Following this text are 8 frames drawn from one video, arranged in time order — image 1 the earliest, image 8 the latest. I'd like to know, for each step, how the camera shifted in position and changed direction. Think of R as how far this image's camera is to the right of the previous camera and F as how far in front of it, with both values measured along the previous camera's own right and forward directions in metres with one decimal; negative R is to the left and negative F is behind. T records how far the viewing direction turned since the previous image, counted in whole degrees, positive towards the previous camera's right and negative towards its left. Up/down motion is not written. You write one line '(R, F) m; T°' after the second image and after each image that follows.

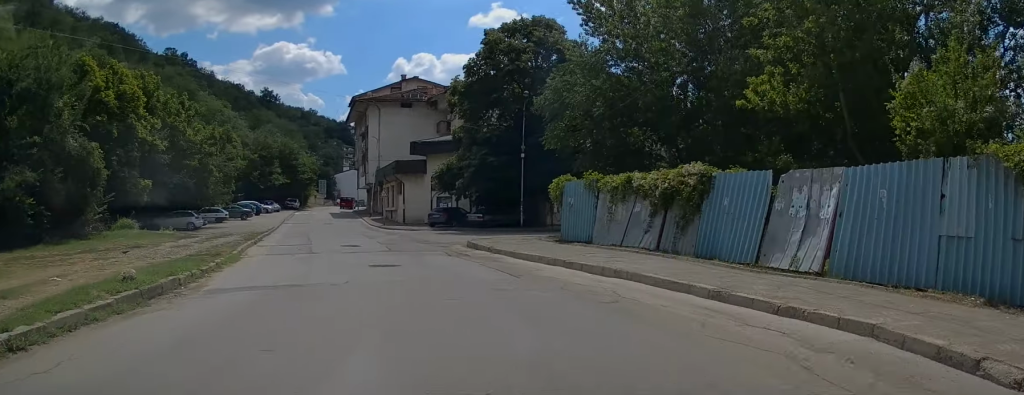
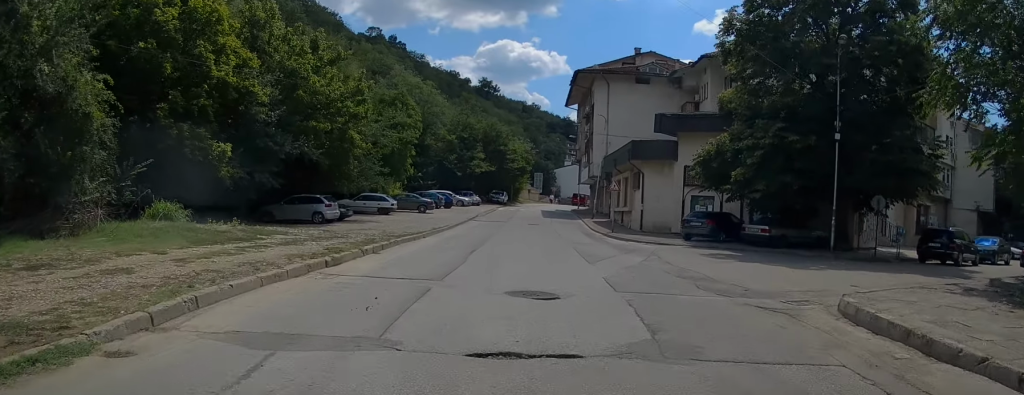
(-3.8, +16.0) m; -17°
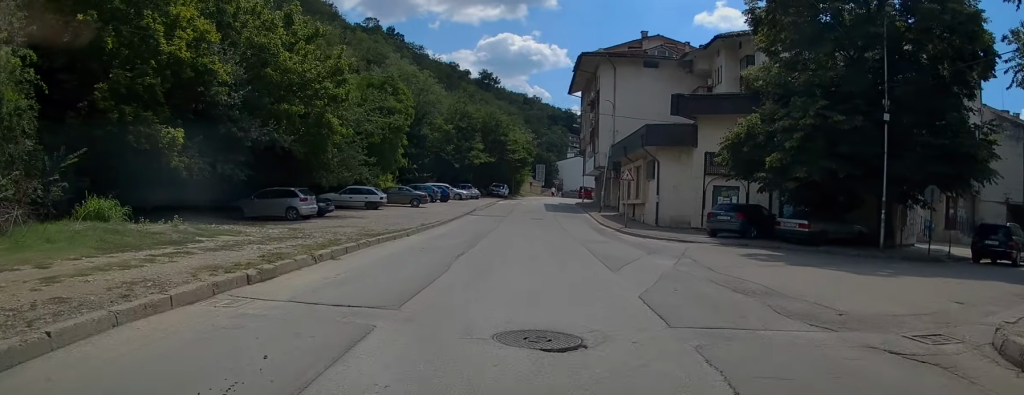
(0.0, +3.8) m; 0°
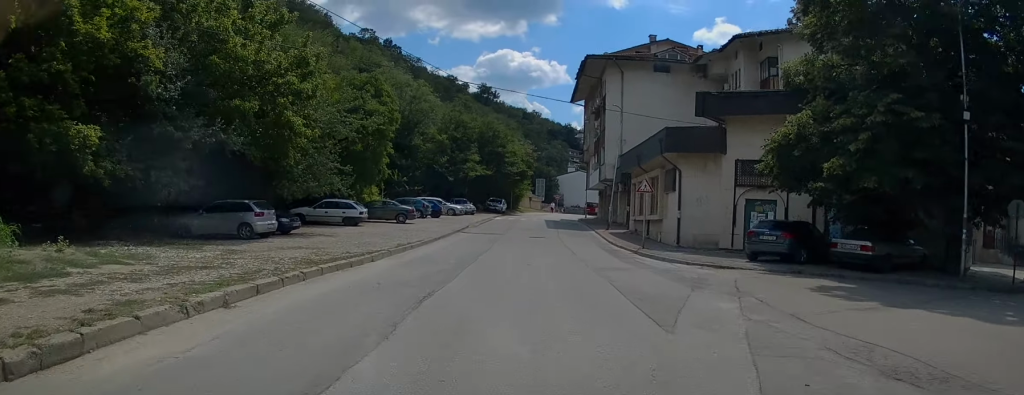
(0.0, +4.6) m; 0°
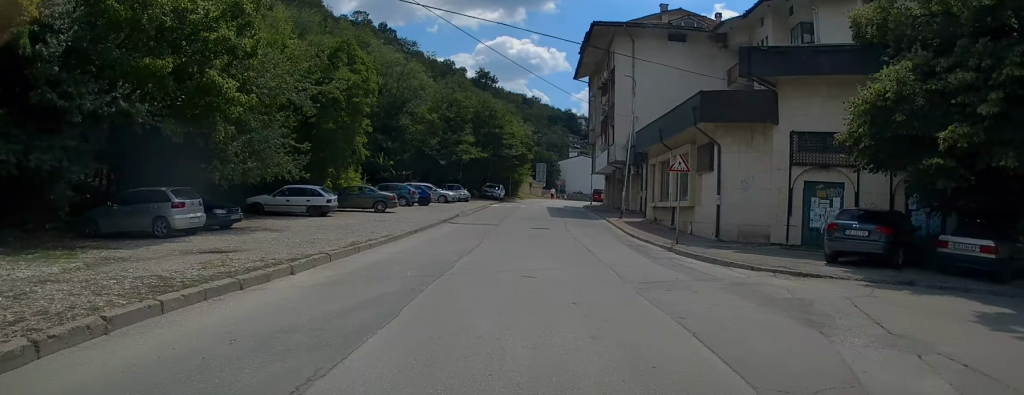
(0.0, +5.5) m; 0°
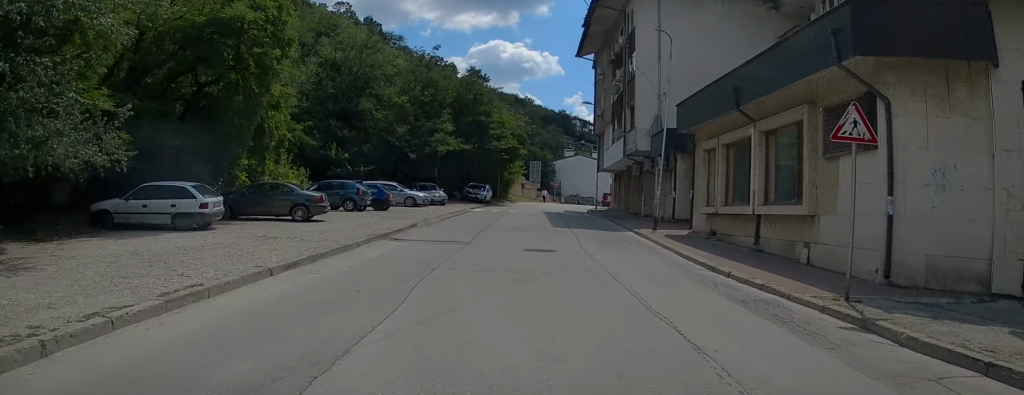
(0.0, +11.0) m; +1°
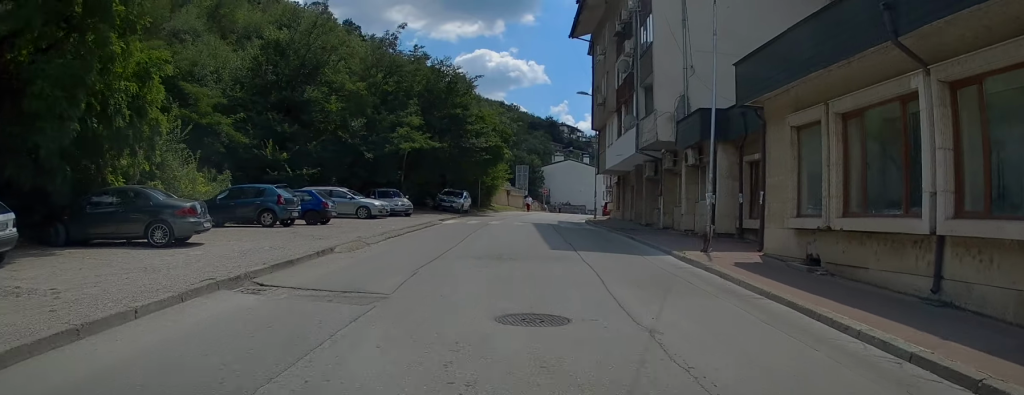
(0.0, +8.3) m; +1°
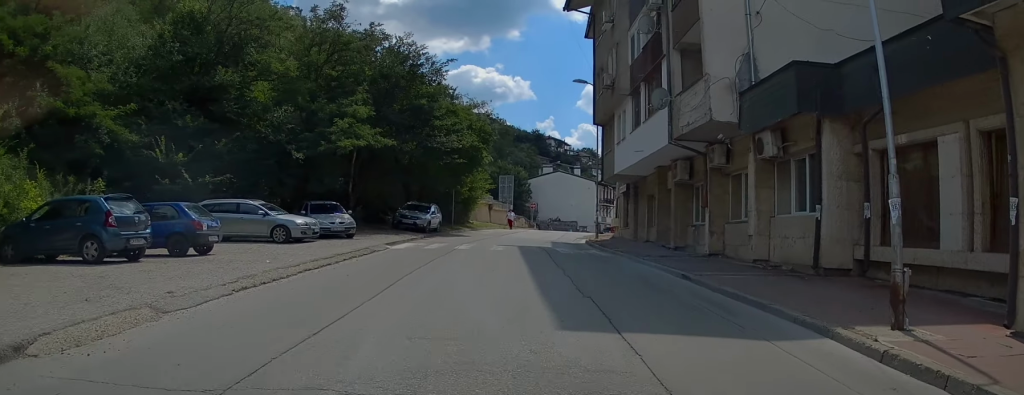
(+0.1, +9.0) m; +2°
